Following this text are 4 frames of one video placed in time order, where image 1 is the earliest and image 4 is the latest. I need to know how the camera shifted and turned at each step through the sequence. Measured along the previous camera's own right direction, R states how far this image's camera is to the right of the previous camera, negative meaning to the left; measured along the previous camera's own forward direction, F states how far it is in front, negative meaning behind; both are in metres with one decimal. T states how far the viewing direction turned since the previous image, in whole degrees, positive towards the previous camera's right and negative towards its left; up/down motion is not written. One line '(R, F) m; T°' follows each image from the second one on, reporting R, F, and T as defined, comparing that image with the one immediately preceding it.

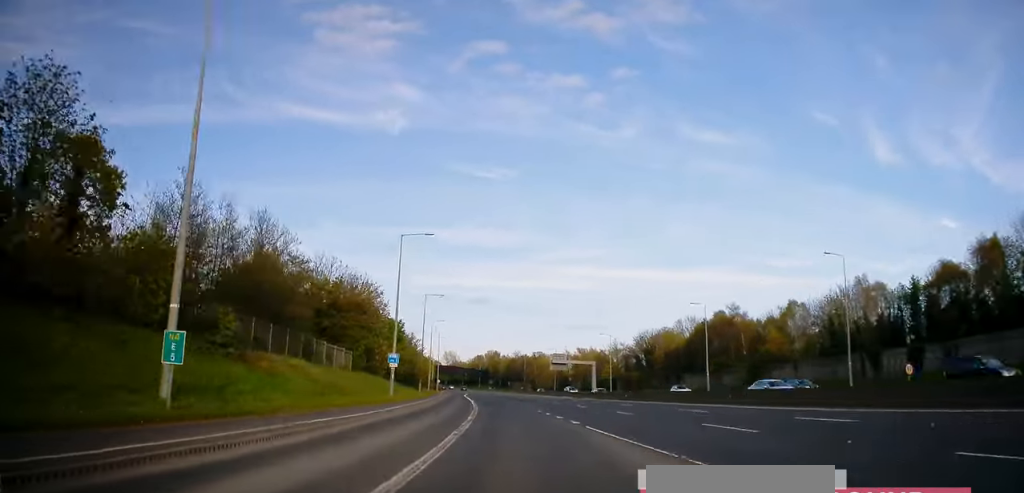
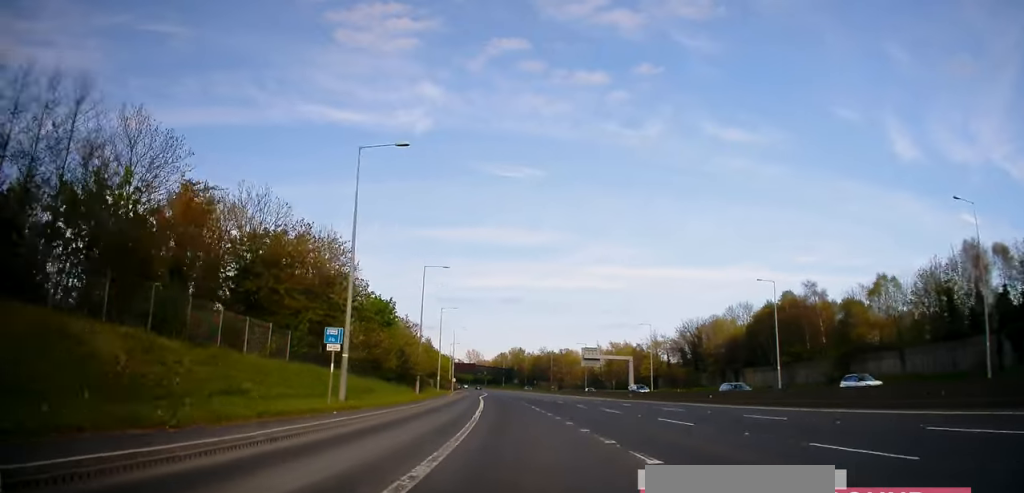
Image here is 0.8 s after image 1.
(-0.2, +19.6) m; -1°
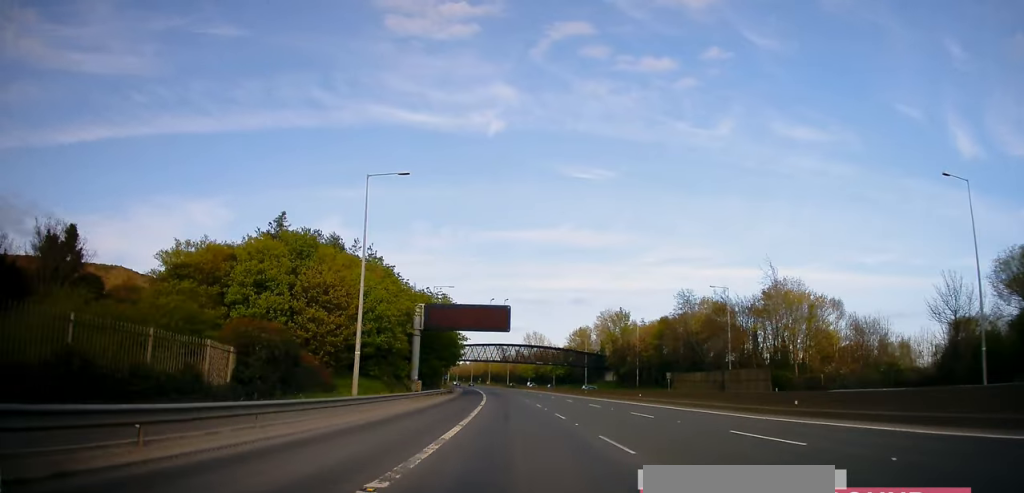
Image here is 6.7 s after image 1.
(-8.9, +140.2) m; -8°
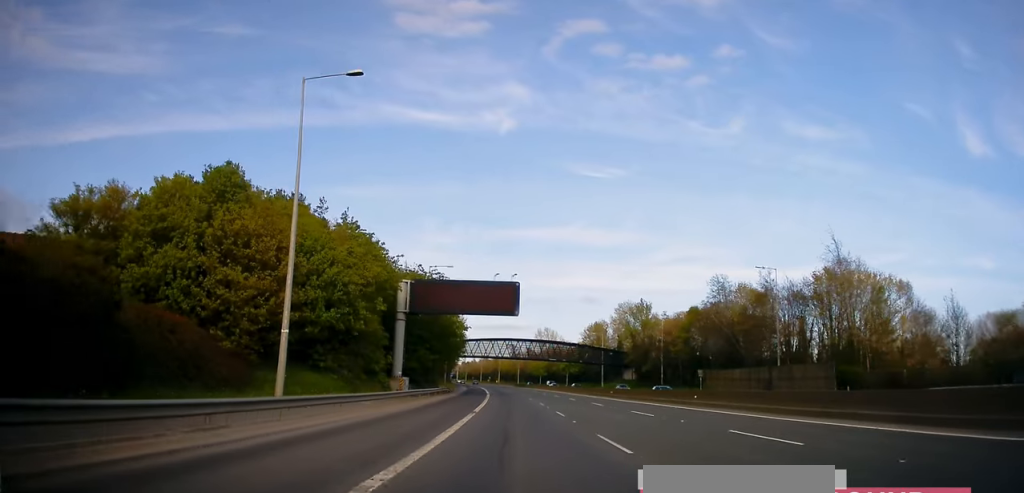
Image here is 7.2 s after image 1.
(-0.5, +12.3) m; -1°
